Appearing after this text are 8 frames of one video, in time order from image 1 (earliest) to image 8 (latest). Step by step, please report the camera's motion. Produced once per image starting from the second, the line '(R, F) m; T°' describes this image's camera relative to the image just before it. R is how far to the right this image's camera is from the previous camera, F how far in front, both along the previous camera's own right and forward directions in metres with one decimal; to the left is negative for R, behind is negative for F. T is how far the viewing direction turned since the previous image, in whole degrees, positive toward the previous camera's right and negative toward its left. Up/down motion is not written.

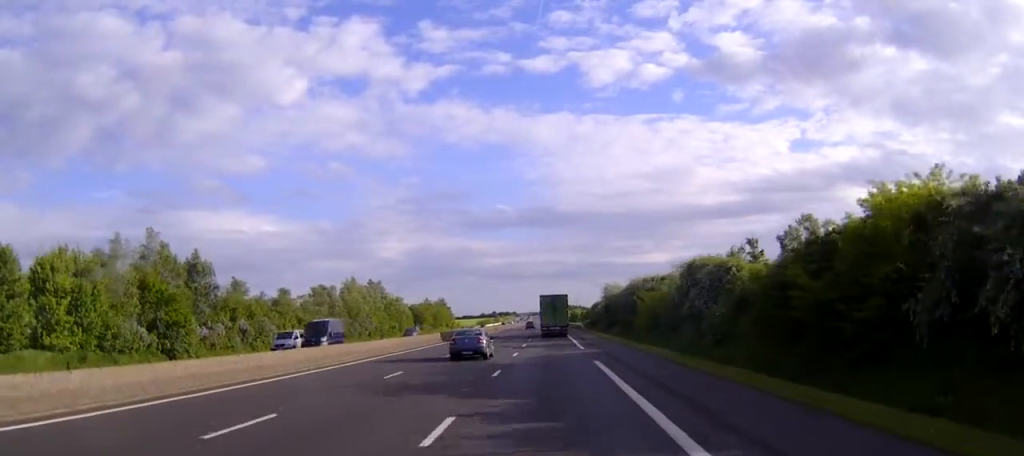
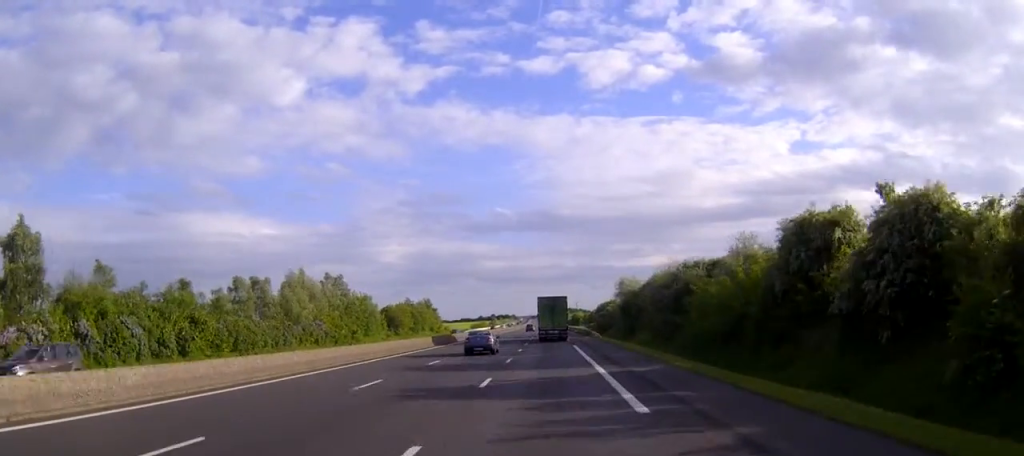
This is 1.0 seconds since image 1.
(0.0, +29.0) m; 0°
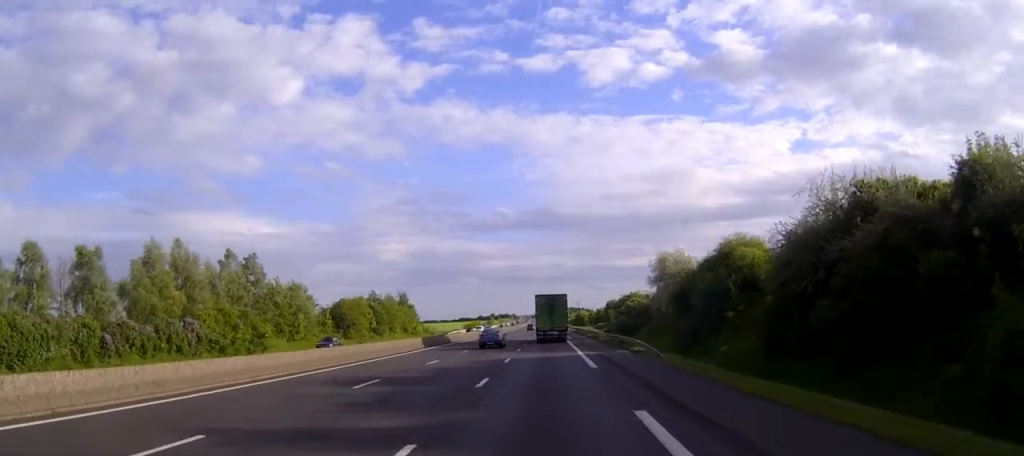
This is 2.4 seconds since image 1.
(+0.2, +39.0) m; 0°
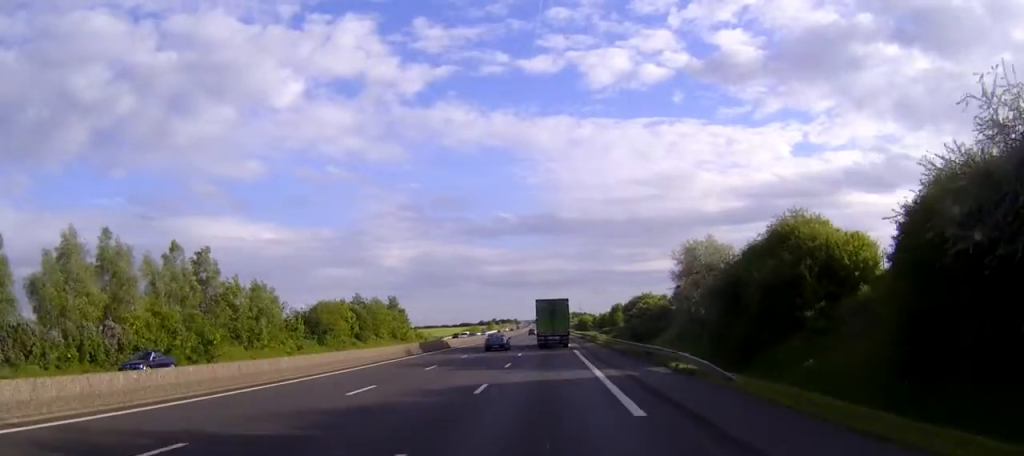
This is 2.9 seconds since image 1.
(-0.1, +13.7) m; 0°
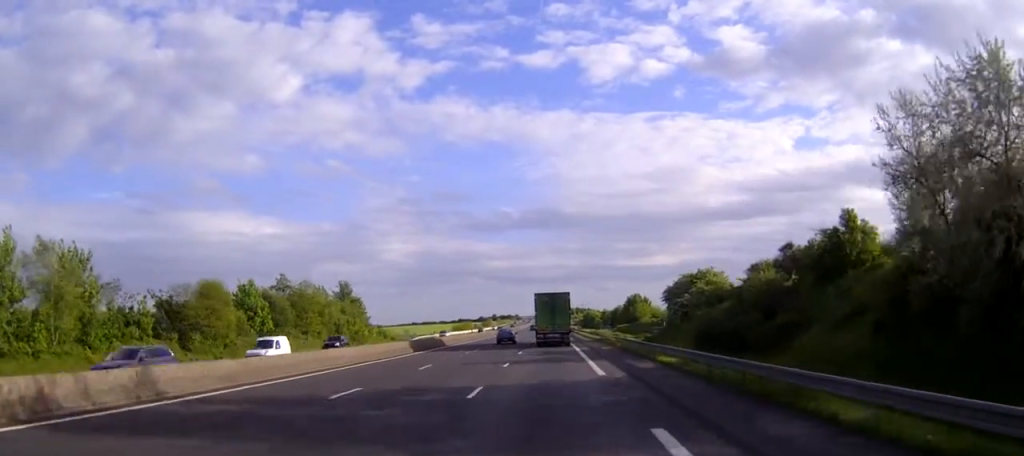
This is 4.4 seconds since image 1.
(-0.3, +40.7) m; -1°
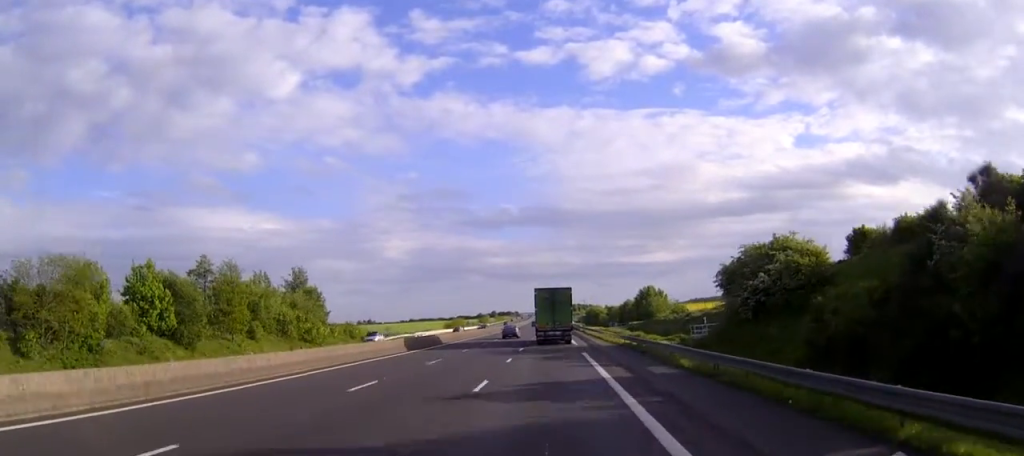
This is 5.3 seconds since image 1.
(+0.1, +24.3) m; 0°
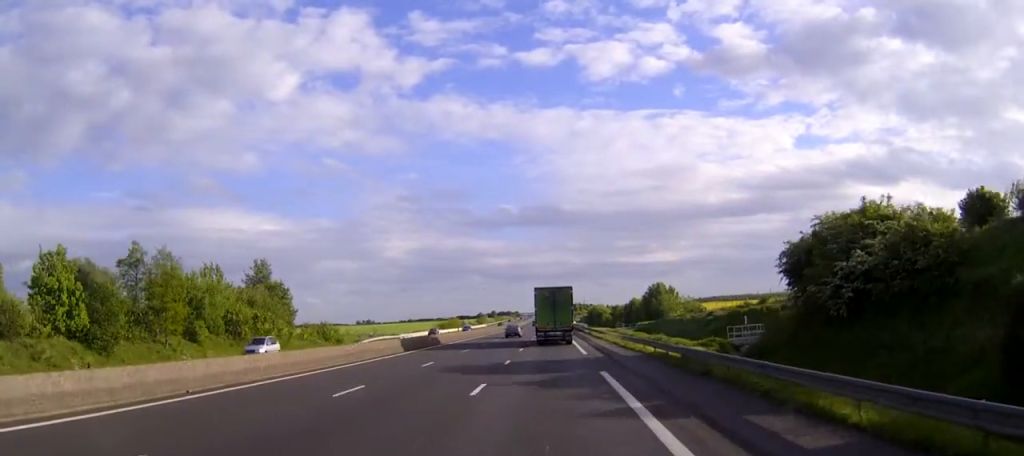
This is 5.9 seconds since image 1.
(0.0, +14.4) m; 0°
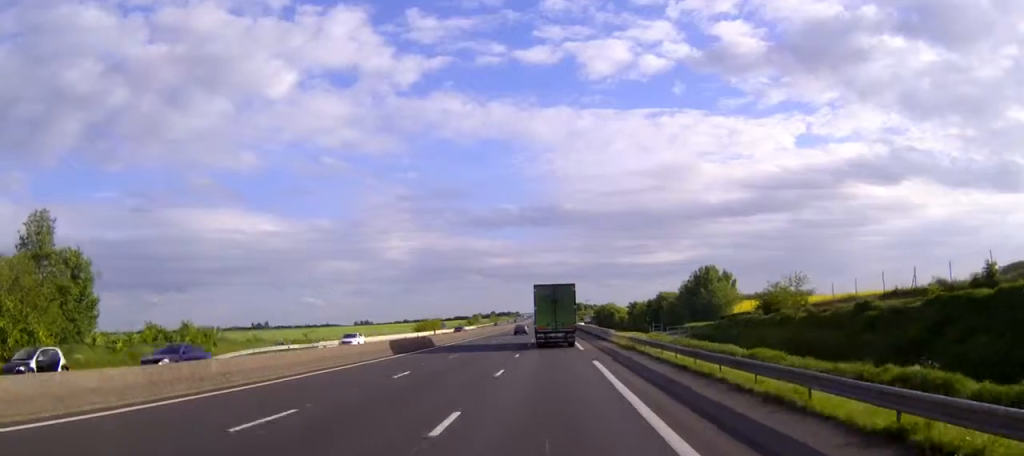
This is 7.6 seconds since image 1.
(0.0, +45.4) m; 0°
